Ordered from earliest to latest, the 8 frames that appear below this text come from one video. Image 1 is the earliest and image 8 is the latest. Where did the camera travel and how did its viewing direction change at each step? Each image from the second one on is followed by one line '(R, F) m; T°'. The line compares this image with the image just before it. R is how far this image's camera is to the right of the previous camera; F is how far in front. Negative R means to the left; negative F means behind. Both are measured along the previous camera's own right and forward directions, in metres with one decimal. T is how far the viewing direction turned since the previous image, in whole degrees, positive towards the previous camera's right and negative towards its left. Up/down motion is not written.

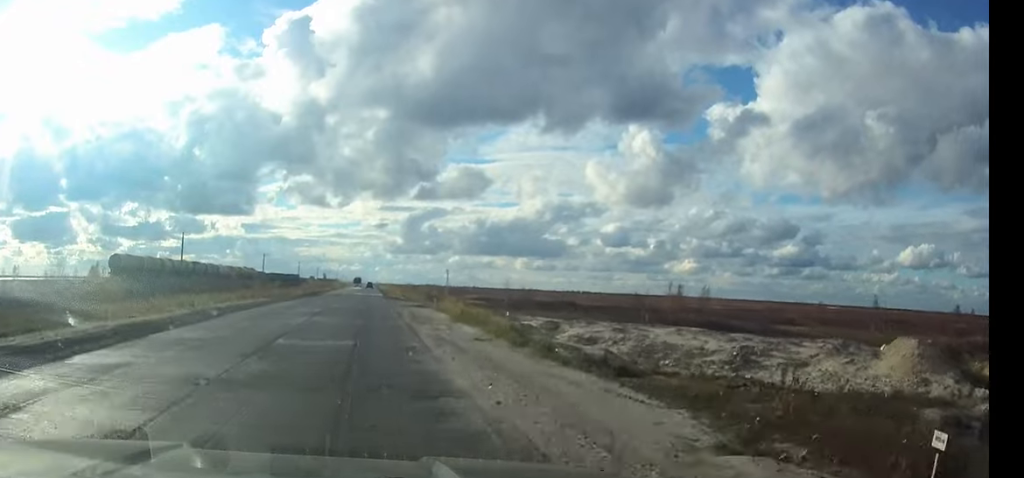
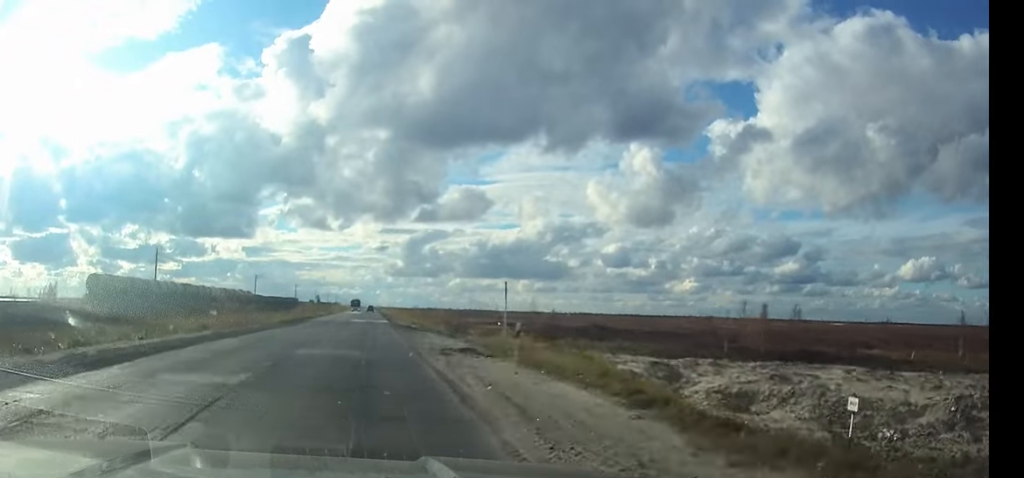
(0.0, +19.0) m; 0°
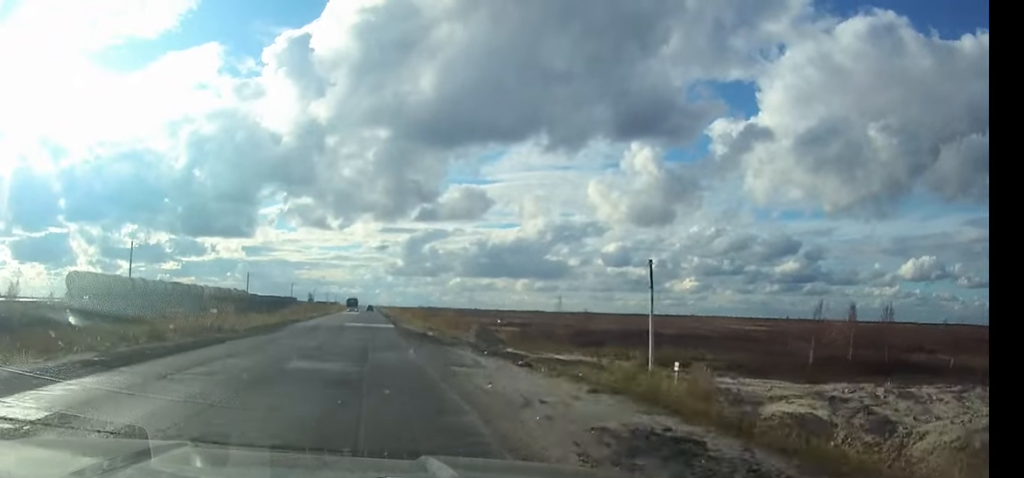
(0.0, +13.8) m; 0°
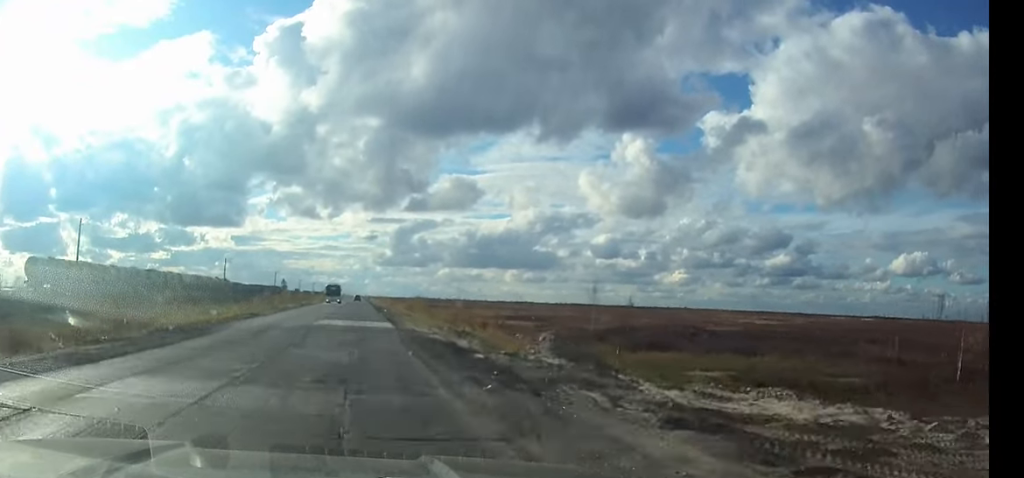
(+0.1, +17.1) m; 0°
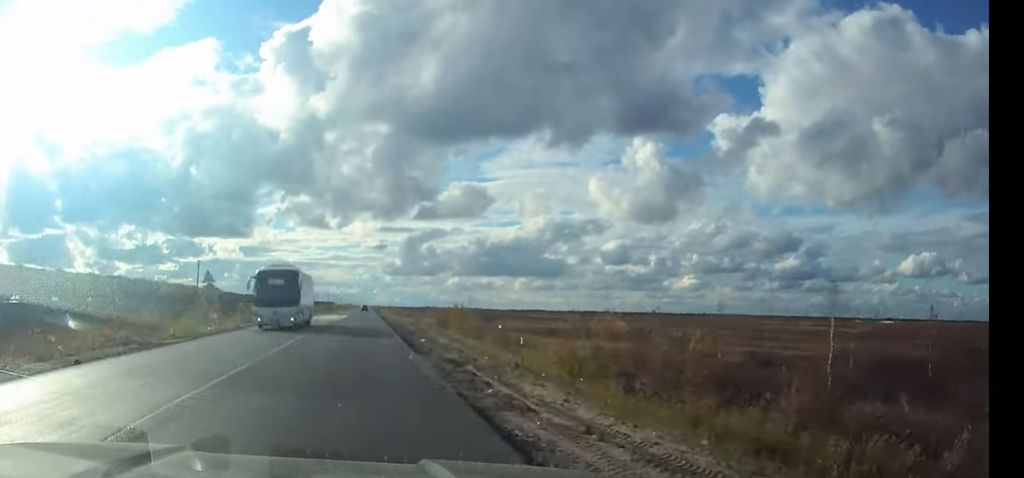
(-0.2, +38.6) m; -1°
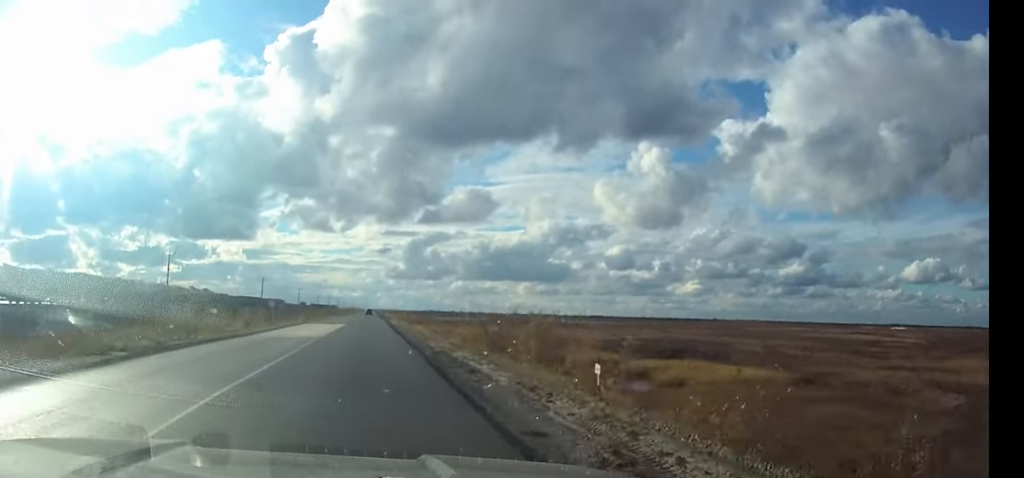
(-0.1, +26.0) m; 0°
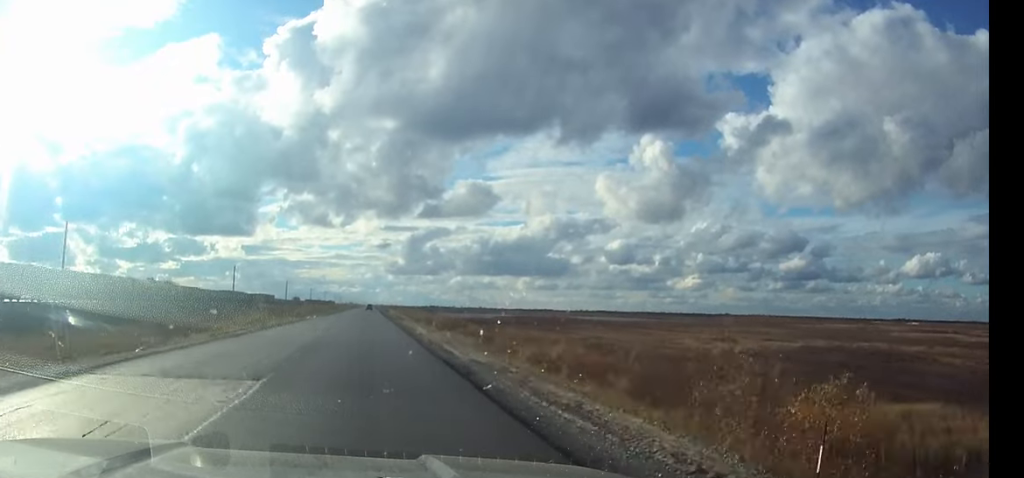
(+0.1, +46.5) m; 0°
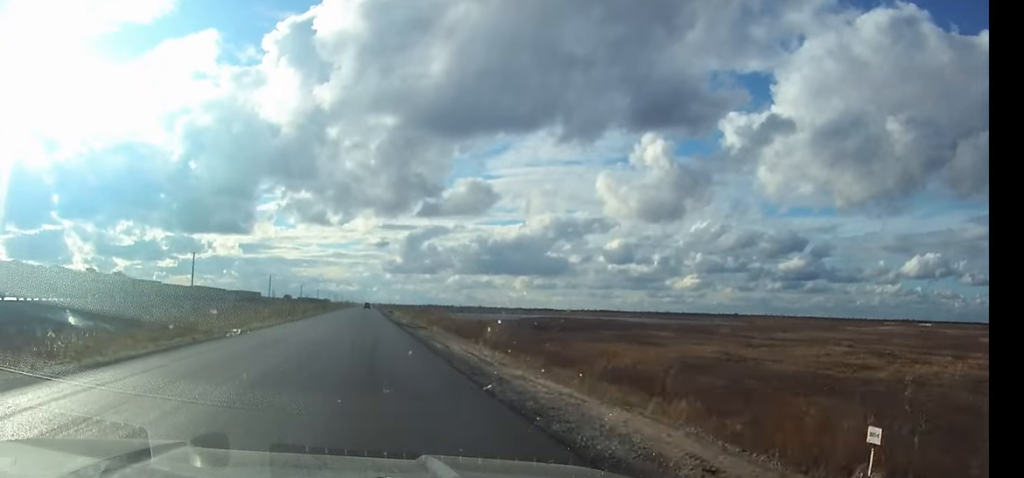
(+0.1, +41.1) m; 0°
